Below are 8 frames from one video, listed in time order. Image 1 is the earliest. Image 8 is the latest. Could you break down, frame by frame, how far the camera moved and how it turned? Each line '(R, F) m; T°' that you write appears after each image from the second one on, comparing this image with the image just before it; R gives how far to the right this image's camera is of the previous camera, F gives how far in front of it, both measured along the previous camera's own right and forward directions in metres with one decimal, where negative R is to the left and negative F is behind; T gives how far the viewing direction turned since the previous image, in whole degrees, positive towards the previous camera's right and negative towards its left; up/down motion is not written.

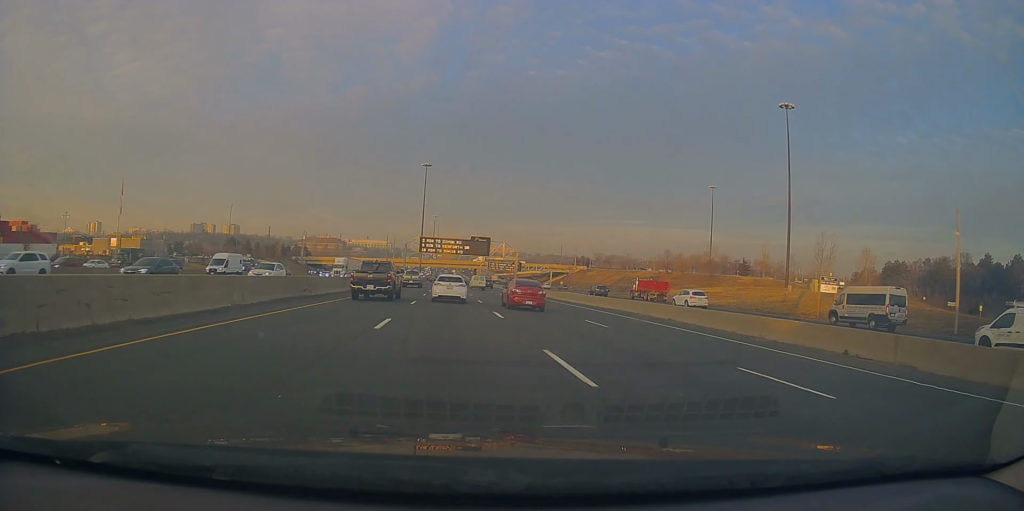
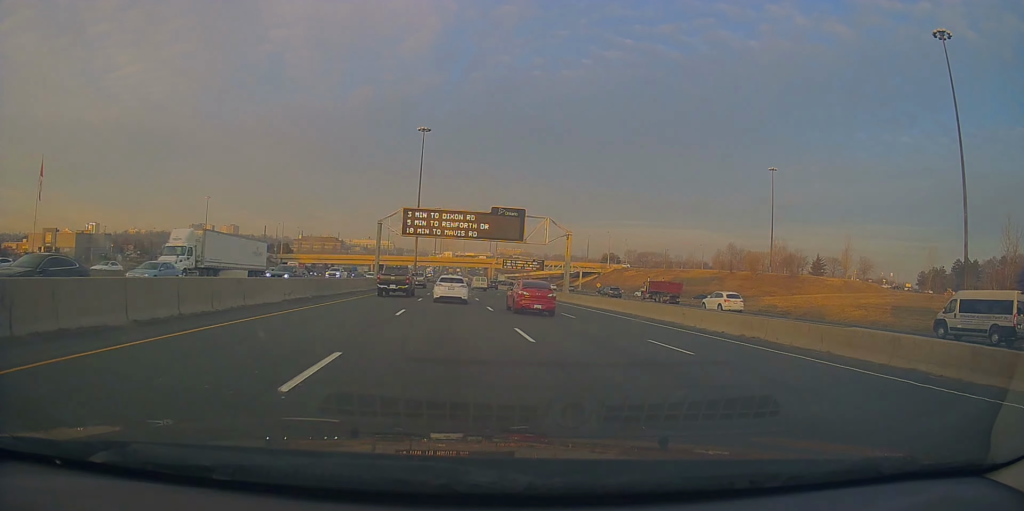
(-0.1, +43.4) m; 0°
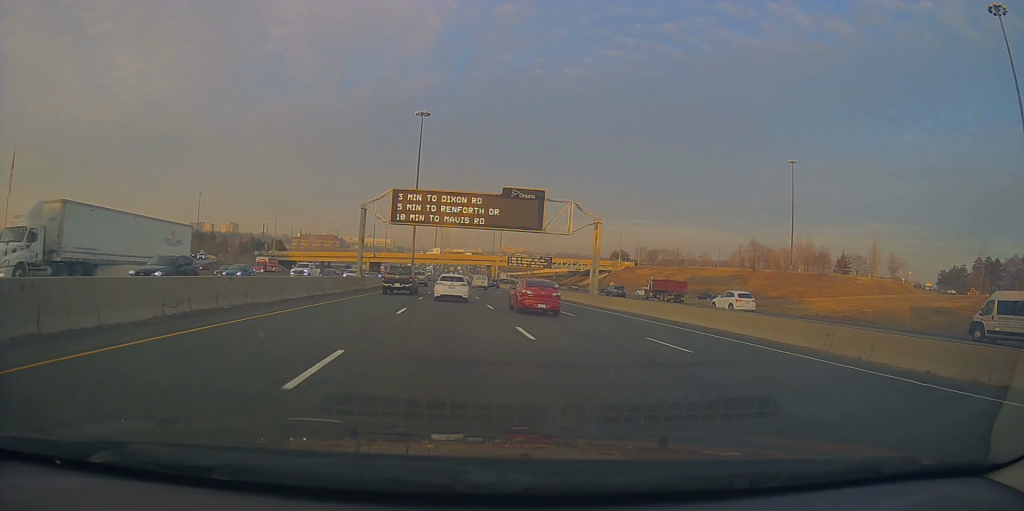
(+0.1, +11.9) m; 0°
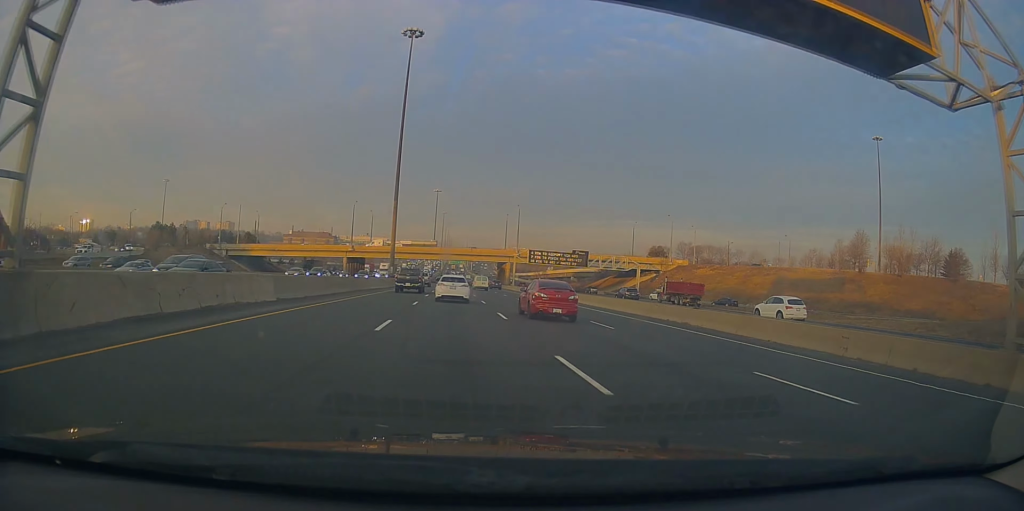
(-0.5, +42.1) m; 0°
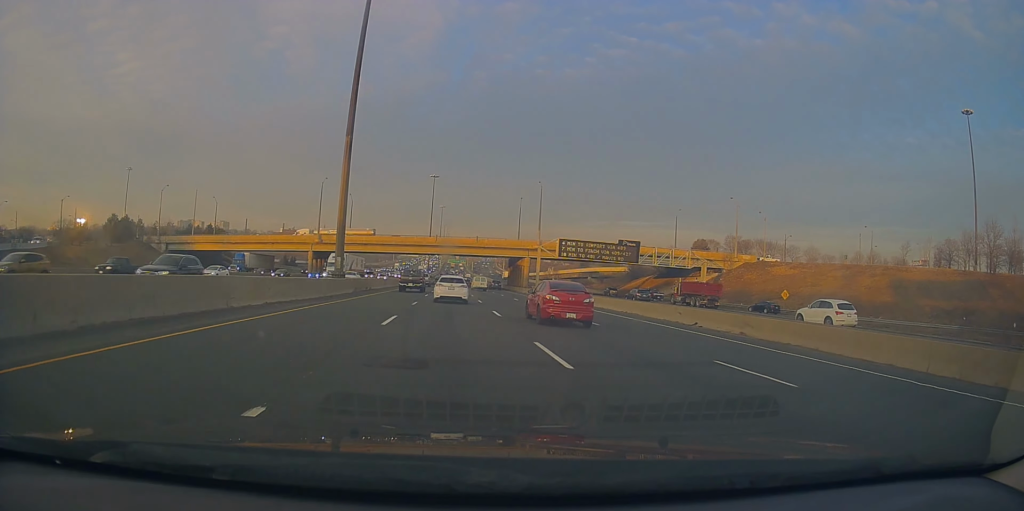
(+0.5, +34.7) m; 0°
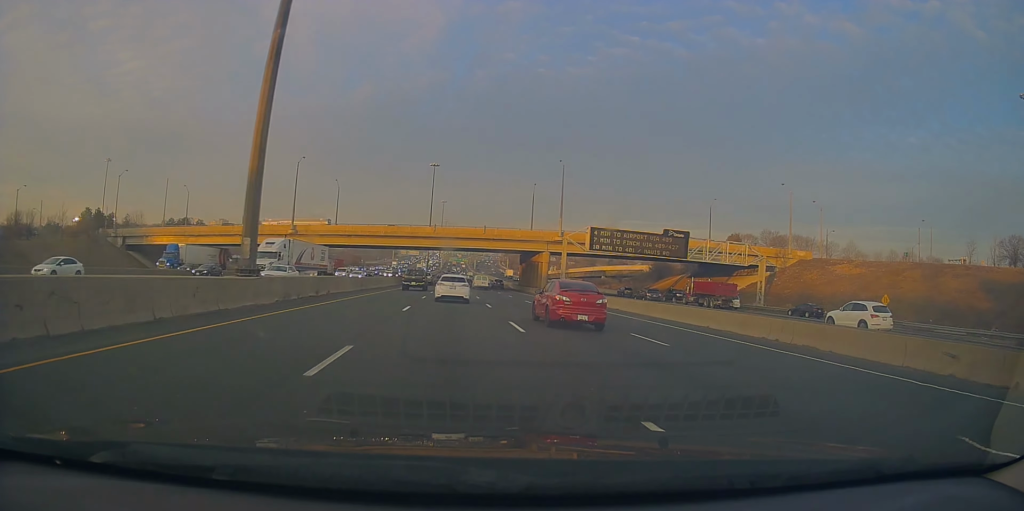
(-0.3, +18.7) m; 0°
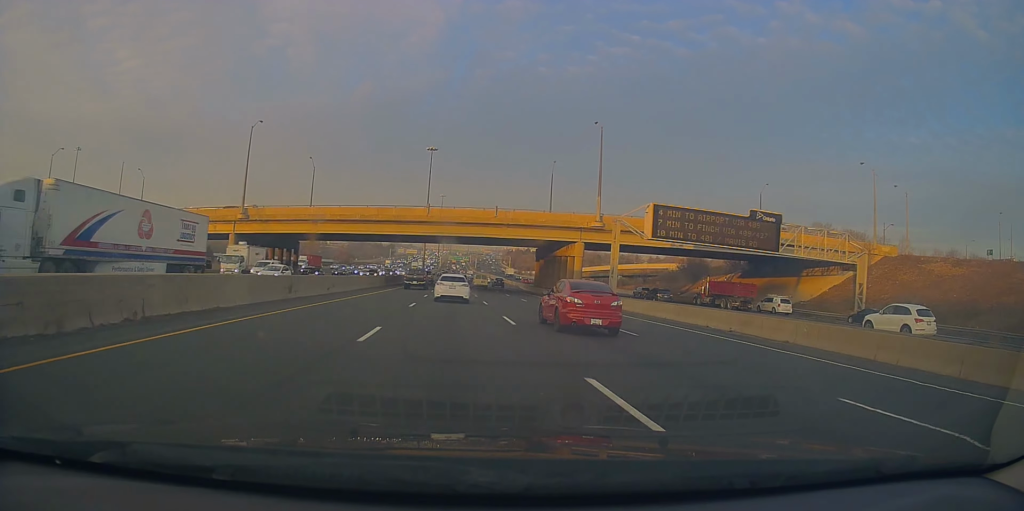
(0.0, +21.9) m; 0°
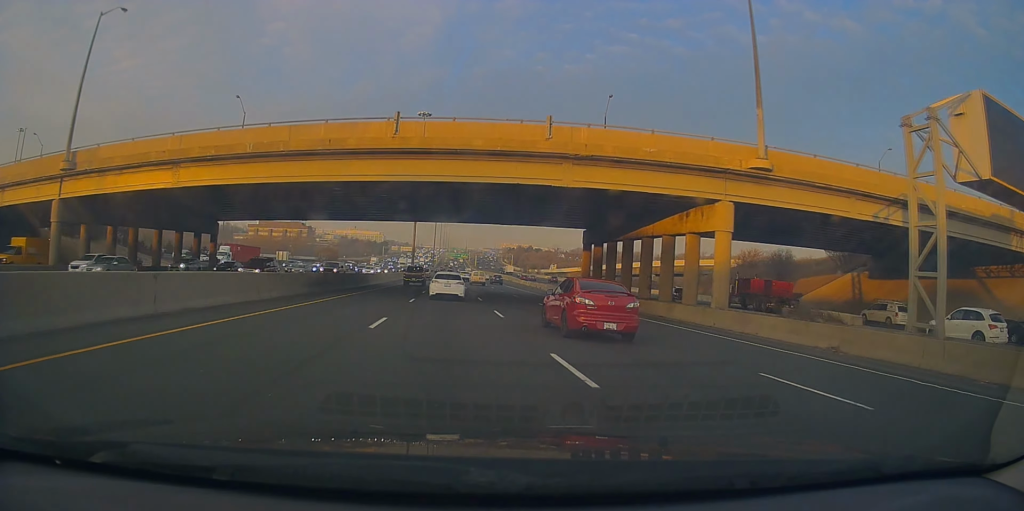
(0.0, +34.4) m; 0°
